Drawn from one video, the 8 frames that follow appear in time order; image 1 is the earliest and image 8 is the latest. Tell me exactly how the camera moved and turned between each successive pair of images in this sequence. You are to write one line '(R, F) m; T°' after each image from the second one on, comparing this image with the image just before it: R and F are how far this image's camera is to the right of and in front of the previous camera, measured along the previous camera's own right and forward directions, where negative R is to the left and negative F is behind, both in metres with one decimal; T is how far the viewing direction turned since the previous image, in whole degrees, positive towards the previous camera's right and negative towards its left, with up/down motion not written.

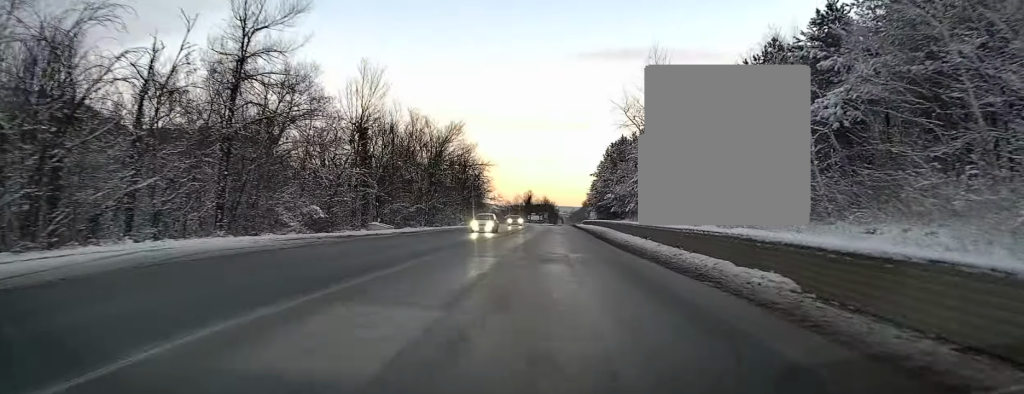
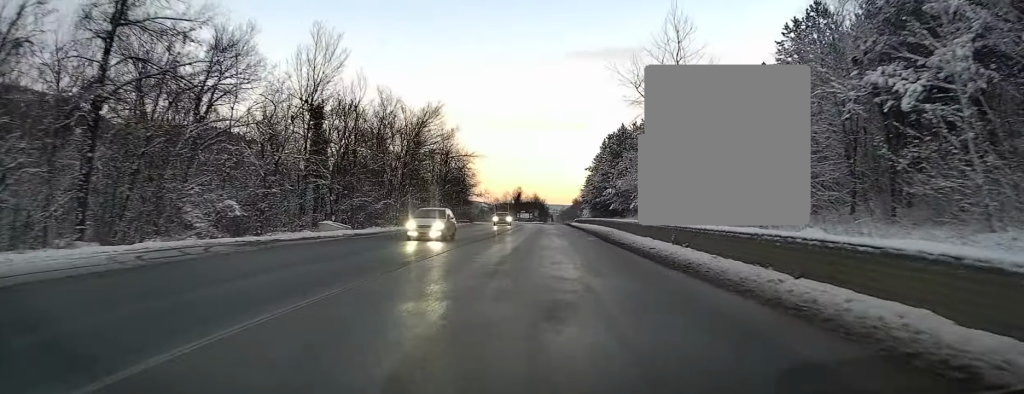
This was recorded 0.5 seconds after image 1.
(0.0, +9.7) m; +1°
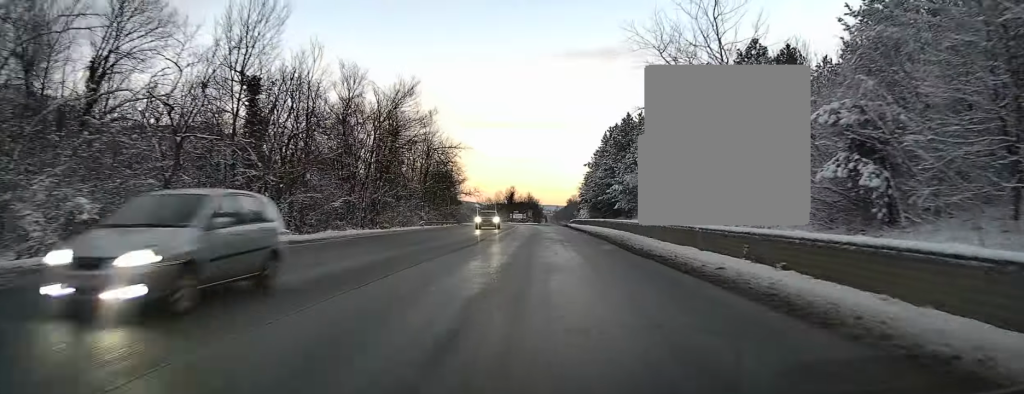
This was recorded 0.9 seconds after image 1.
(+0.3, +9.8) m; 0°
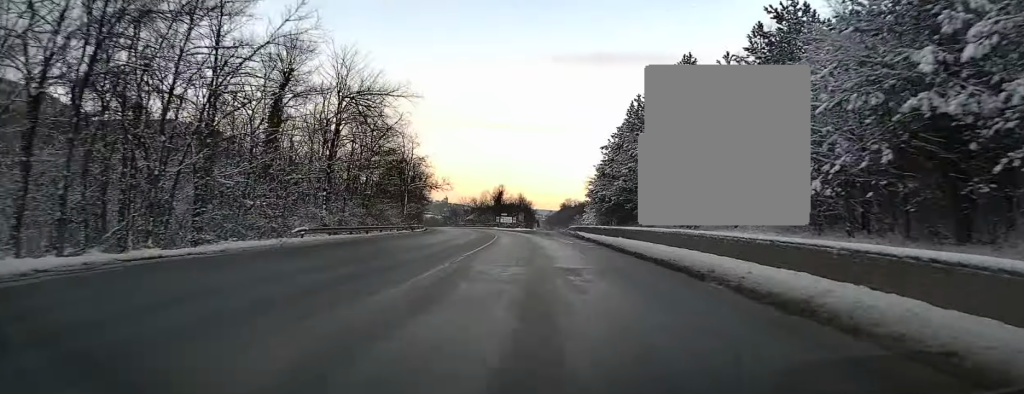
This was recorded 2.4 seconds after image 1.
(-0.1, +30.5) m; -1°
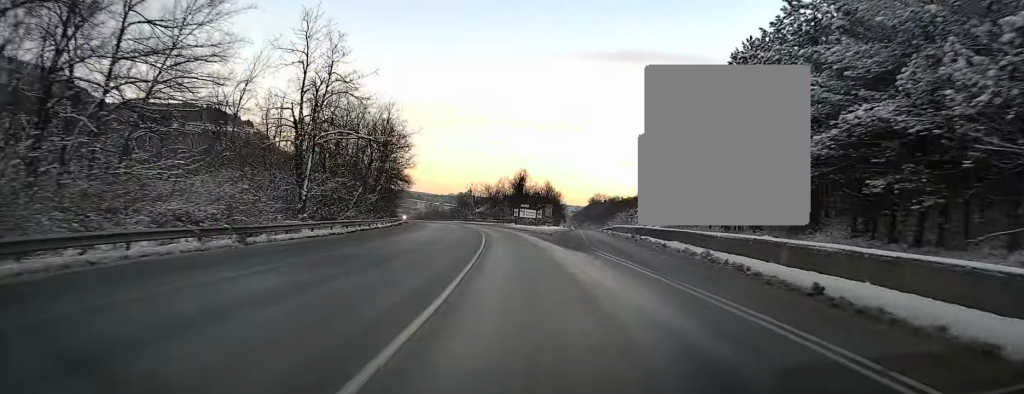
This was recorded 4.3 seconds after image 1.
(-0.3, +39.1) m; -1°
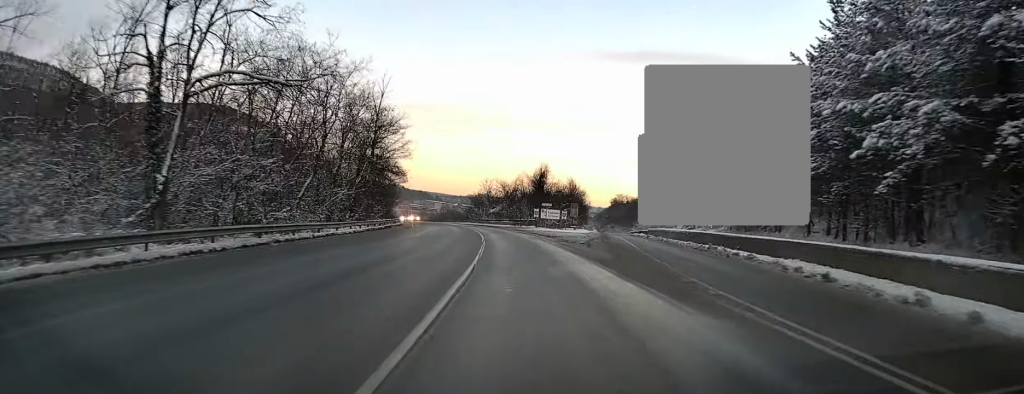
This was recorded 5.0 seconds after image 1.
(-0.2, +15.4) m; -2°
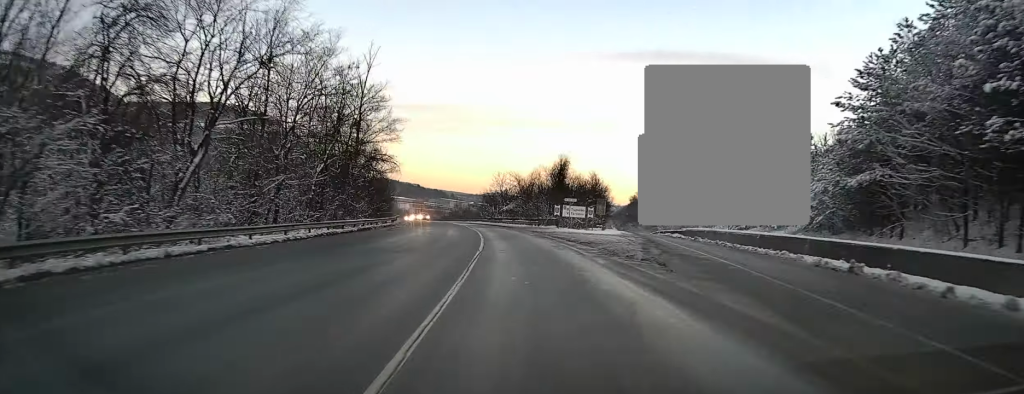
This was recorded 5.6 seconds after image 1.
(-0.3, +13.3) m; -2°
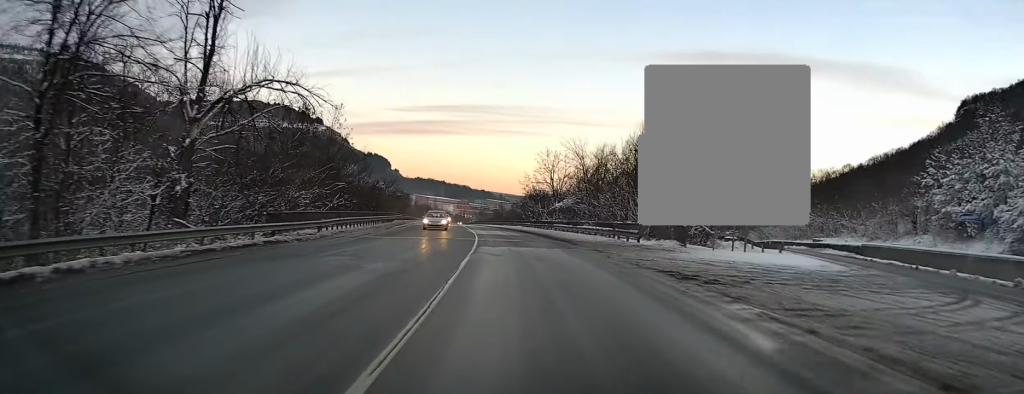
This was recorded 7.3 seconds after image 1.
(-0.8, +35.7) m; -3°
